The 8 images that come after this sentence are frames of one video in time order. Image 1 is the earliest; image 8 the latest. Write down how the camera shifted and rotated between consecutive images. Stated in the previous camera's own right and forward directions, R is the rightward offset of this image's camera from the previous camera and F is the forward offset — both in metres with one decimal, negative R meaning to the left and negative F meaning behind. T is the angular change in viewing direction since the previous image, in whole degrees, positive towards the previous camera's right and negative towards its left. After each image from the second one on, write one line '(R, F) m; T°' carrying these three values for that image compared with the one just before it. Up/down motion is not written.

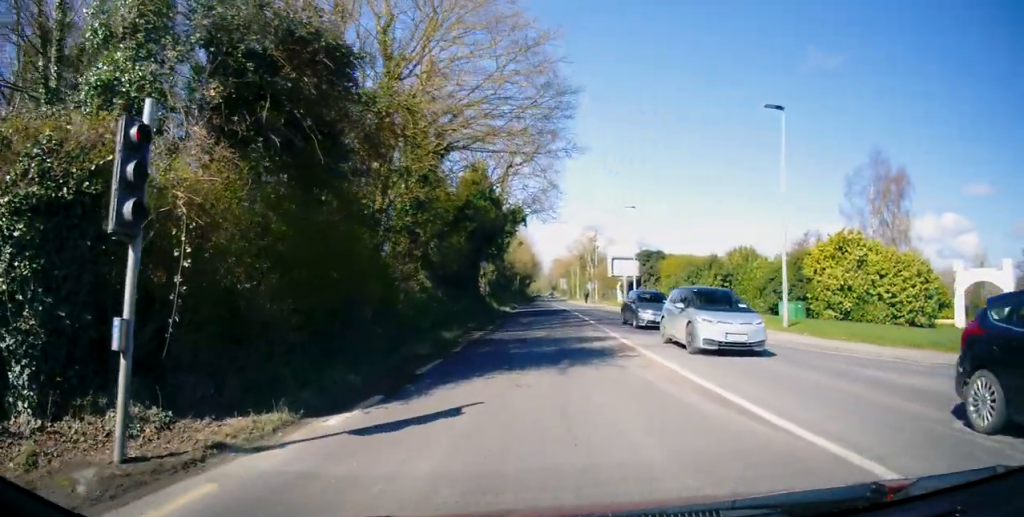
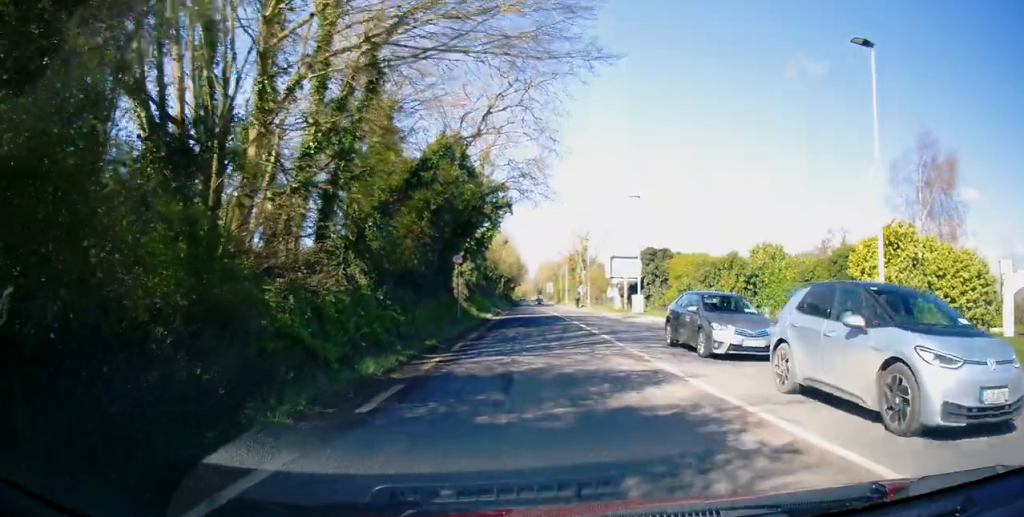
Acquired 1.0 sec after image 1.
(+0.2, +7.5) m; +3°
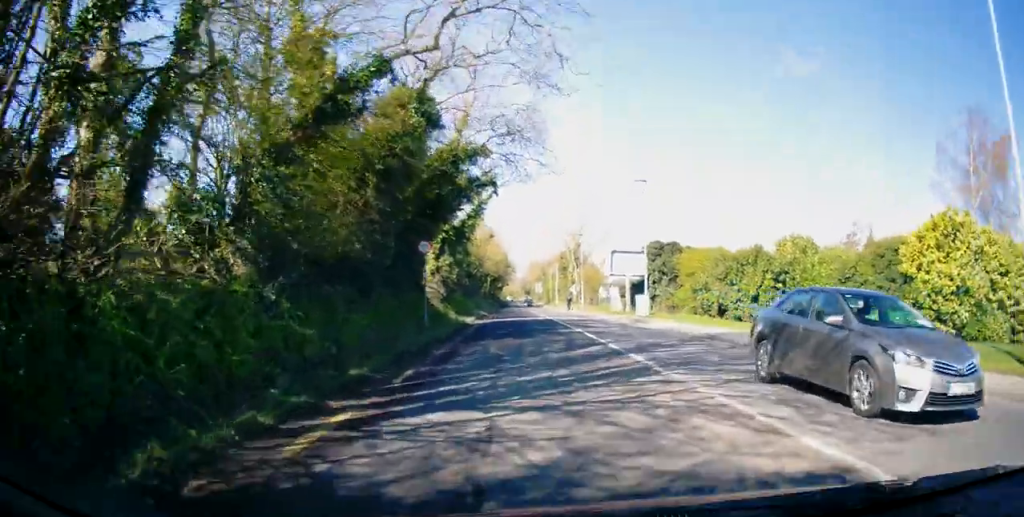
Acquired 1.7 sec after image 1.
(+0.3, +6.1) m; +2°
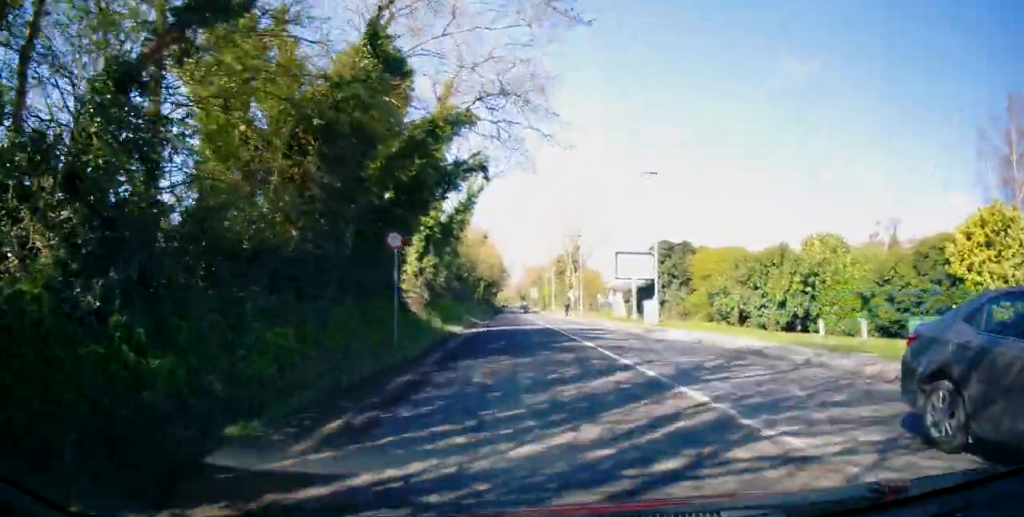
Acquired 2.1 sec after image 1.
(0.0, +4.2) m; 0°
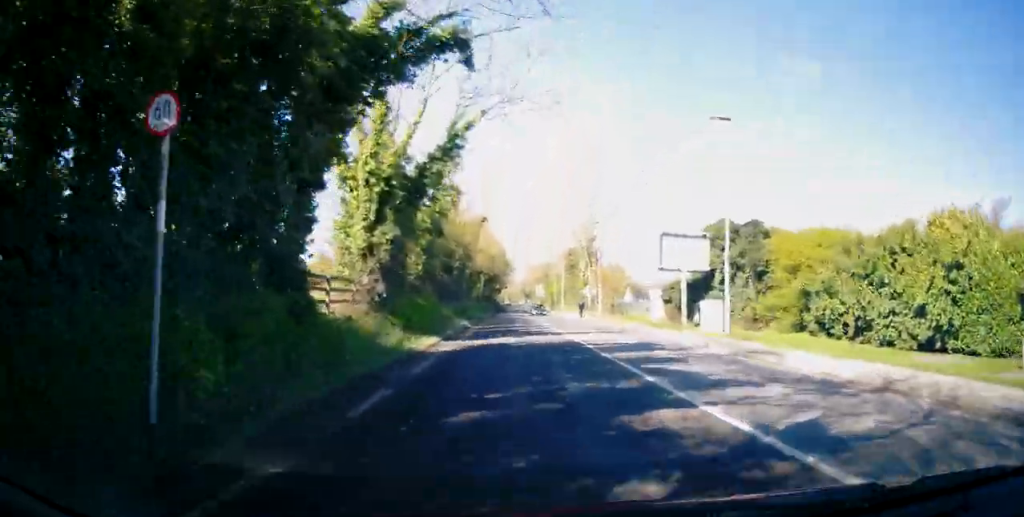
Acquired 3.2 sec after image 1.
(0.0, +10.7) m; 0°
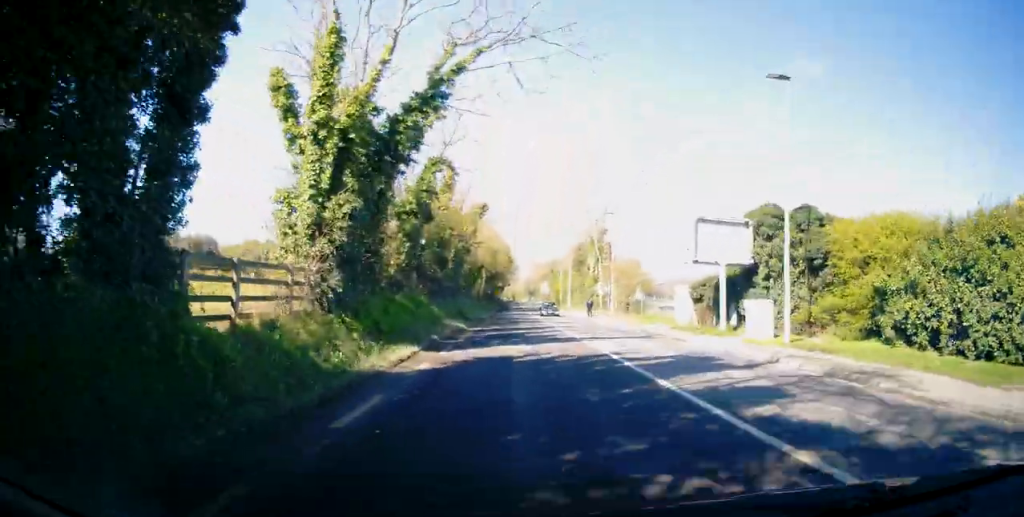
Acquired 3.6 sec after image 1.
(0.0, +4.9) m; 0°
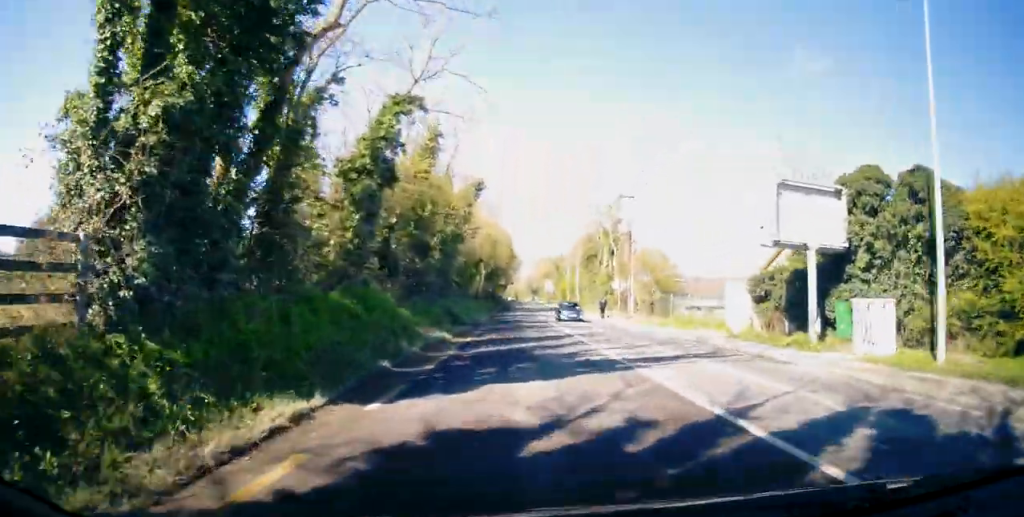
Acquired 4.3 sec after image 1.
(-0.1, +7.5) m; 0°
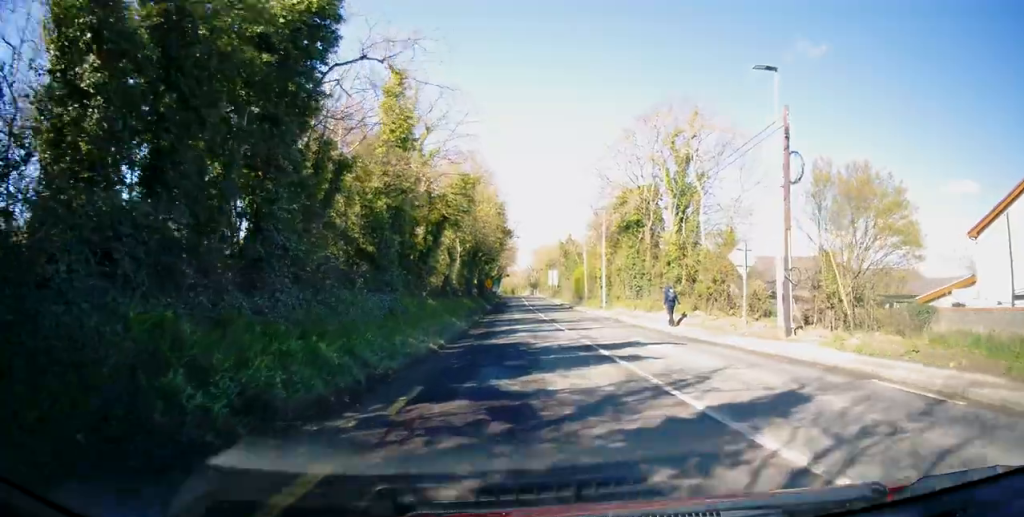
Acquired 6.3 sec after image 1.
(+0.5, +24.4) m; +2°
